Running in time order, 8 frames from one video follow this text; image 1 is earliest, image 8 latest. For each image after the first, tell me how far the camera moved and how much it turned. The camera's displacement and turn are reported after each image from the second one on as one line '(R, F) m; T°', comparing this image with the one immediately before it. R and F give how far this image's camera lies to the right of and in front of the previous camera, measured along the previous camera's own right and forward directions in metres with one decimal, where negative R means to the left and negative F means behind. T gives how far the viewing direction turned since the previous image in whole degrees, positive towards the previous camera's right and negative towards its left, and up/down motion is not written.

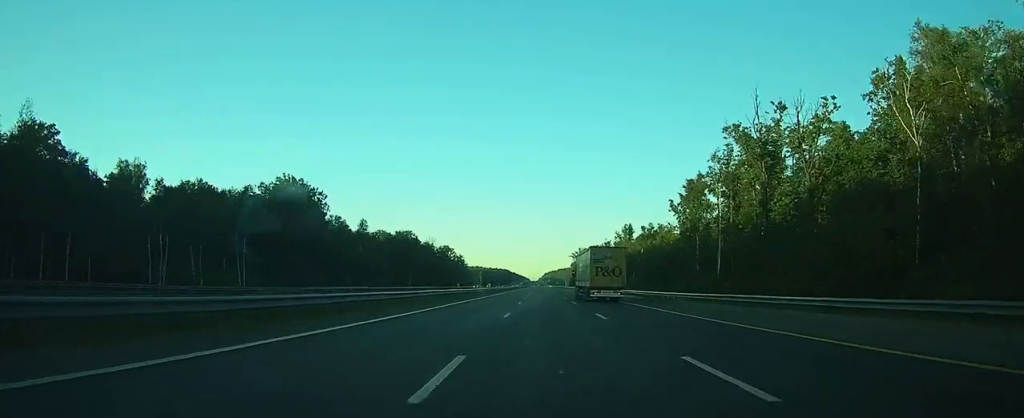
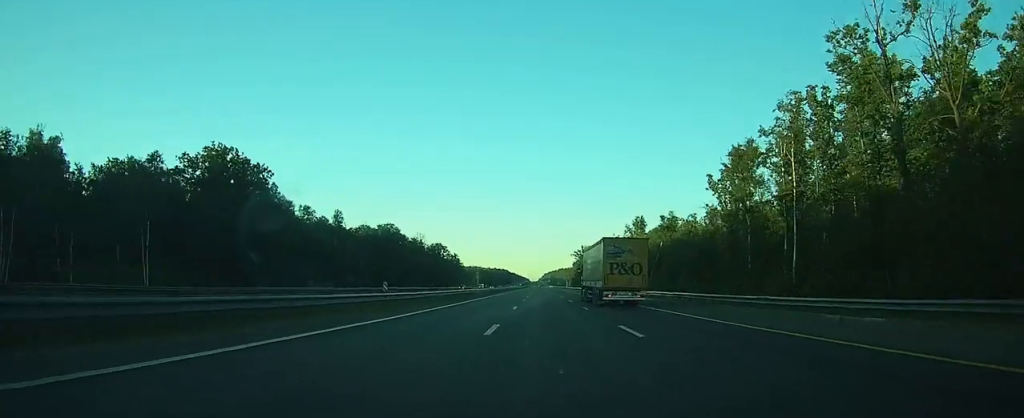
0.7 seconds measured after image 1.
(0.0, +23.8) m; 0°
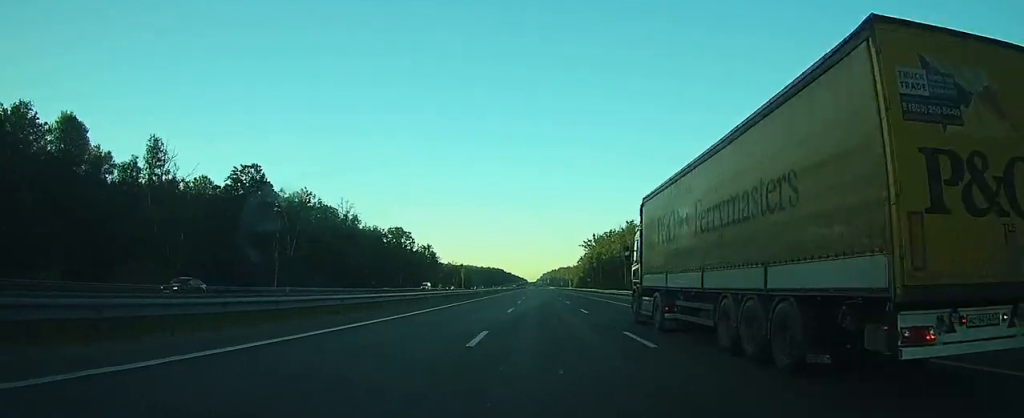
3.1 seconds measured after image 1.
(-0.4, +82.5) m; 0°
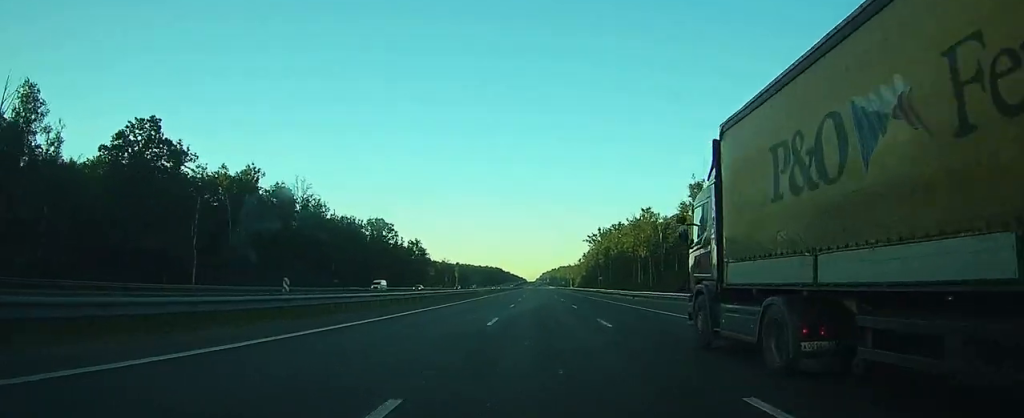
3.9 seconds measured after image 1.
(+0.1, +25.8) m; 0°
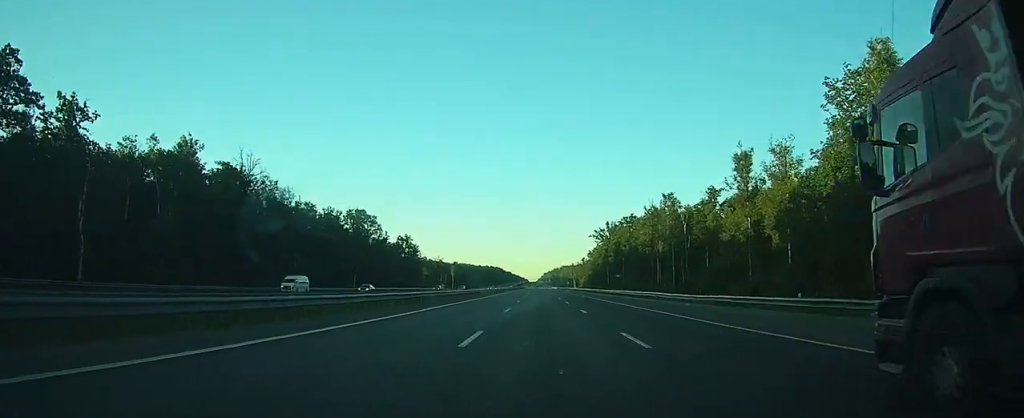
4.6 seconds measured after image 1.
(0.0, +22.4) m; 0°
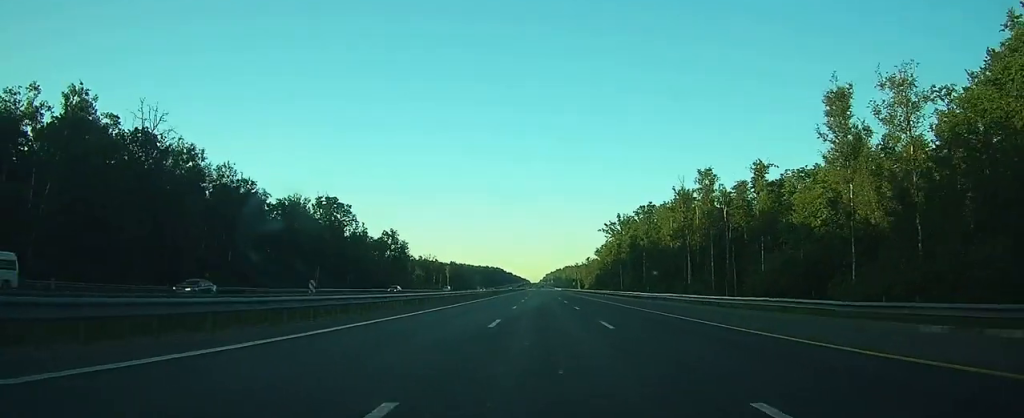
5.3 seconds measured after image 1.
(0.0, +25.7) m; 0°
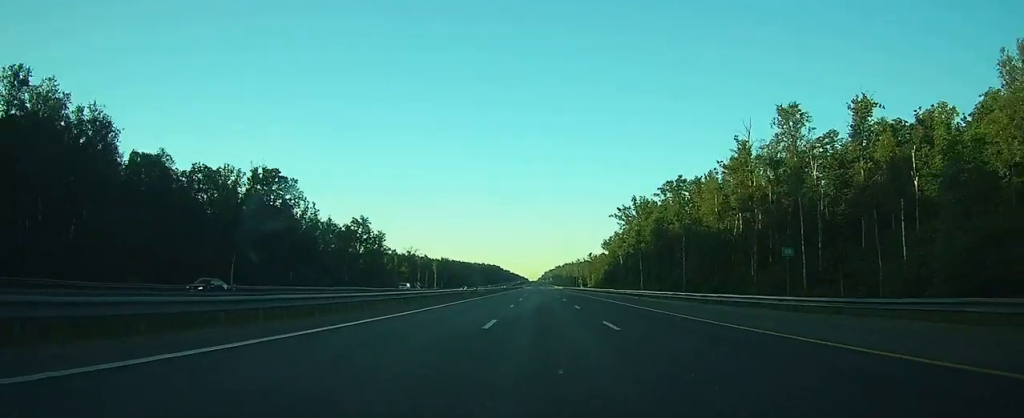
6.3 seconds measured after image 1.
(-0.1, +33.4) m; 0°
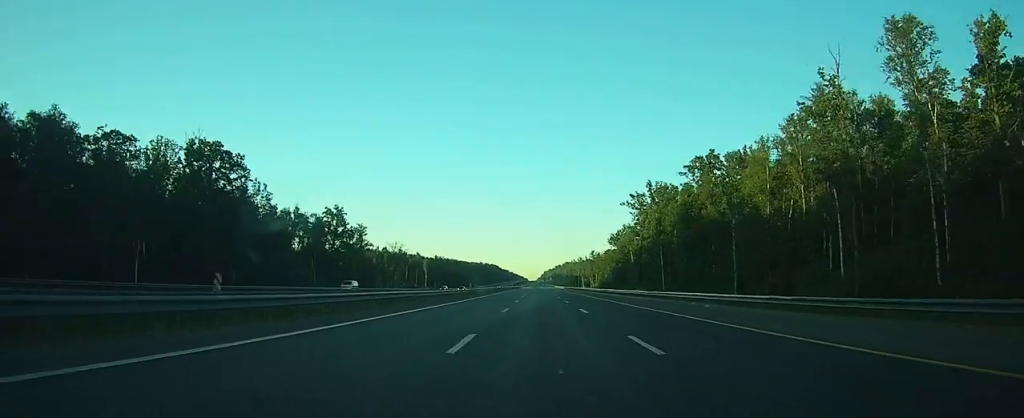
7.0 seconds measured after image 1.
(0.0, +22.2) m; 0°
